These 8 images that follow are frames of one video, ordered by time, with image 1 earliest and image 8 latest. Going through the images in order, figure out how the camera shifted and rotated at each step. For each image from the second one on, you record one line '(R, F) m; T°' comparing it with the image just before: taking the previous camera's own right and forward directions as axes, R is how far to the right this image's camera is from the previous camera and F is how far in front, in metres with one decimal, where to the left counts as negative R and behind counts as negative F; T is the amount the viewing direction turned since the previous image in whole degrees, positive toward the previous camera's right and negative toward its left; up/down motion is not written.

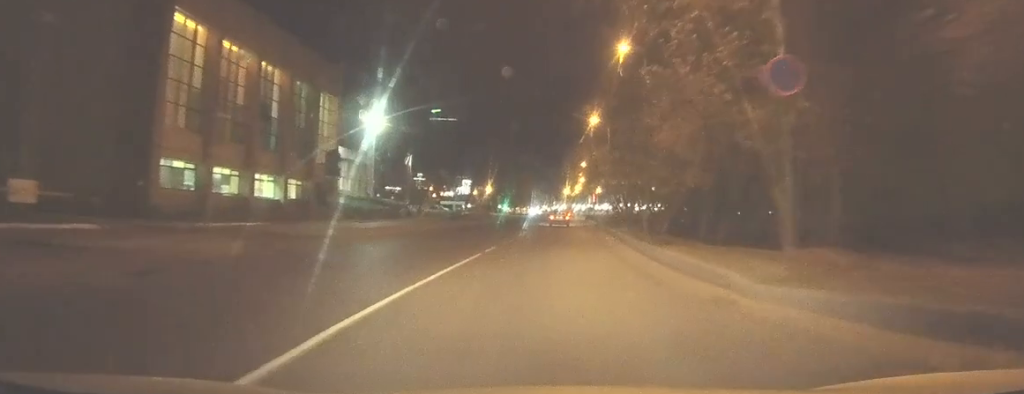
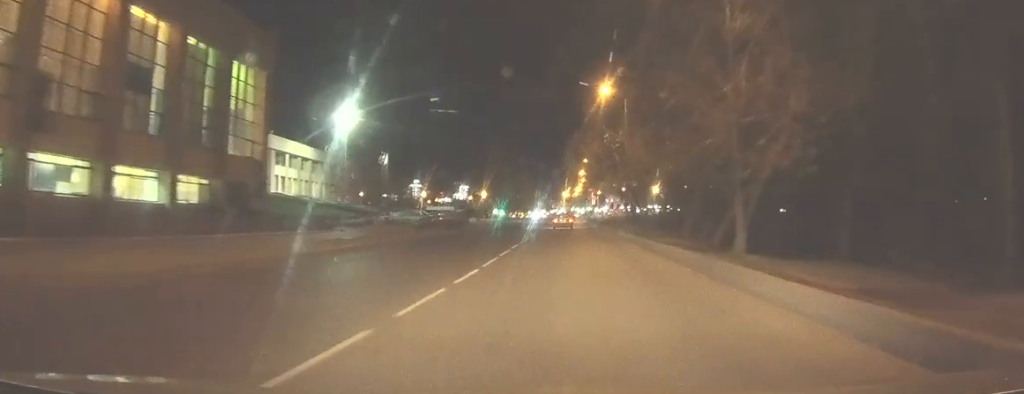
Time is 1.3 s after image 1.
(-0.9, +16.2) m; -1°
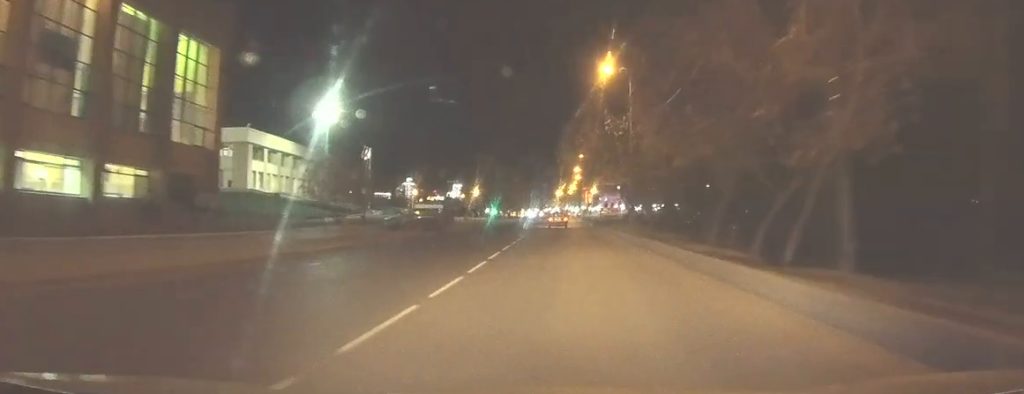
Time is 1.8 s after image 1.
(+0.4, +6.5) m; +2°
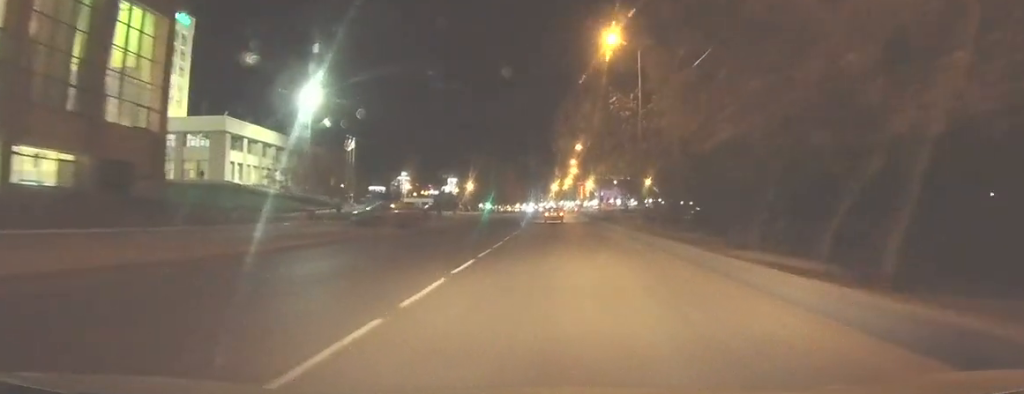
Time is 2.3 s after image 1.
(+0.1, +6.1) m; +2°
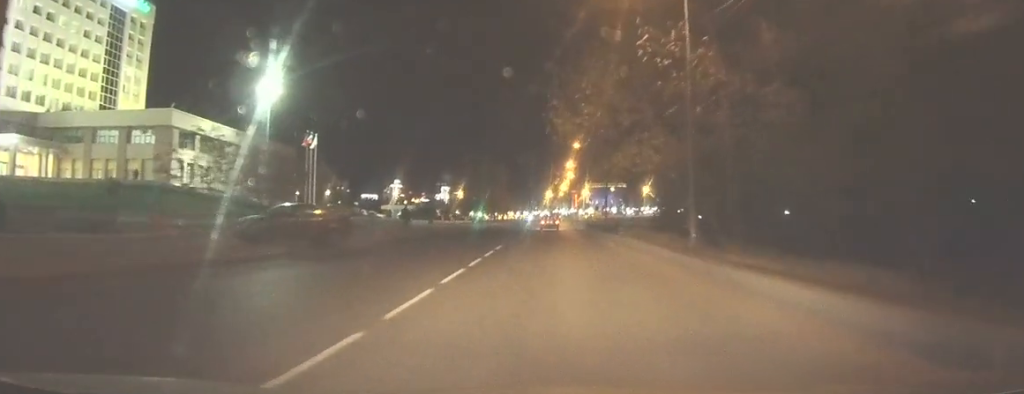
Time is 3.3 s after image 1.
(+0.1, +13.7) m; +1°
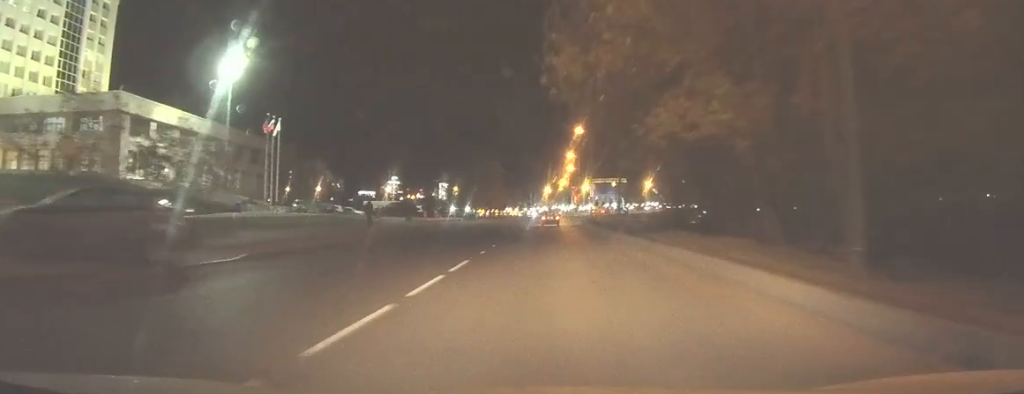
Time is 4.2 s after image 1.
(+0.1, +11.3) m; +2°
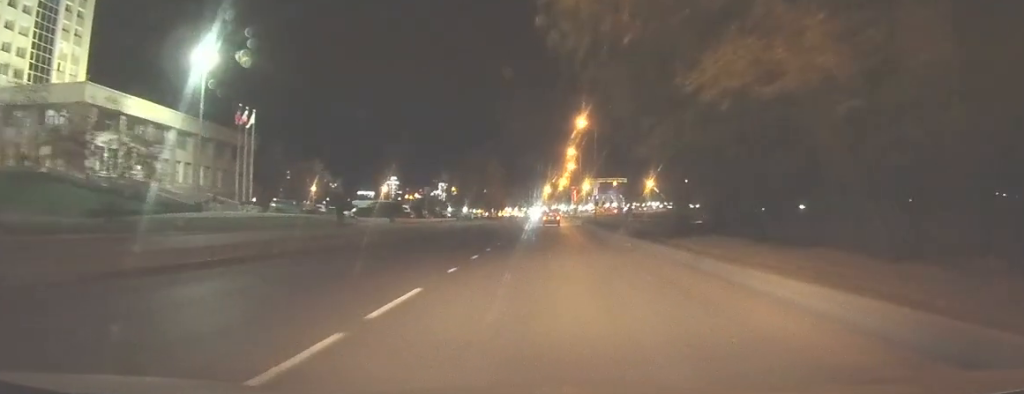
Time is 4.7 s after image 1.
(+0.1, +6.5) m; 0°
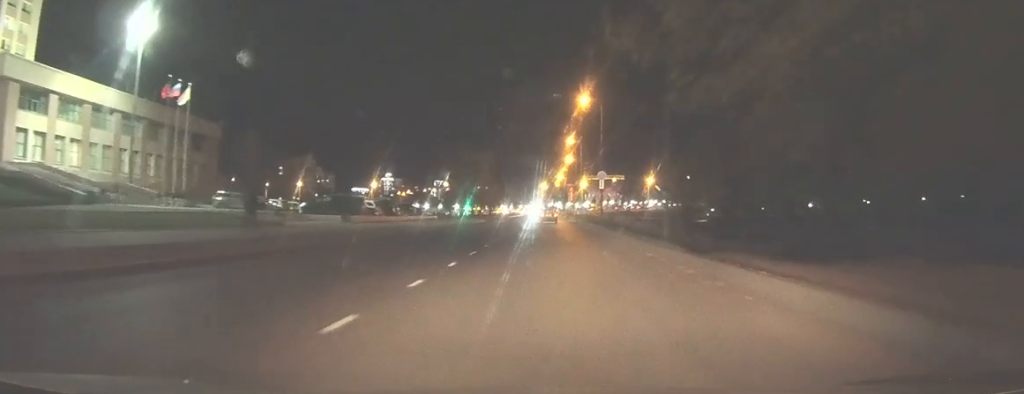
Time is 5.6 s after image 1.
(+0.1, +12.0) m; 0°
